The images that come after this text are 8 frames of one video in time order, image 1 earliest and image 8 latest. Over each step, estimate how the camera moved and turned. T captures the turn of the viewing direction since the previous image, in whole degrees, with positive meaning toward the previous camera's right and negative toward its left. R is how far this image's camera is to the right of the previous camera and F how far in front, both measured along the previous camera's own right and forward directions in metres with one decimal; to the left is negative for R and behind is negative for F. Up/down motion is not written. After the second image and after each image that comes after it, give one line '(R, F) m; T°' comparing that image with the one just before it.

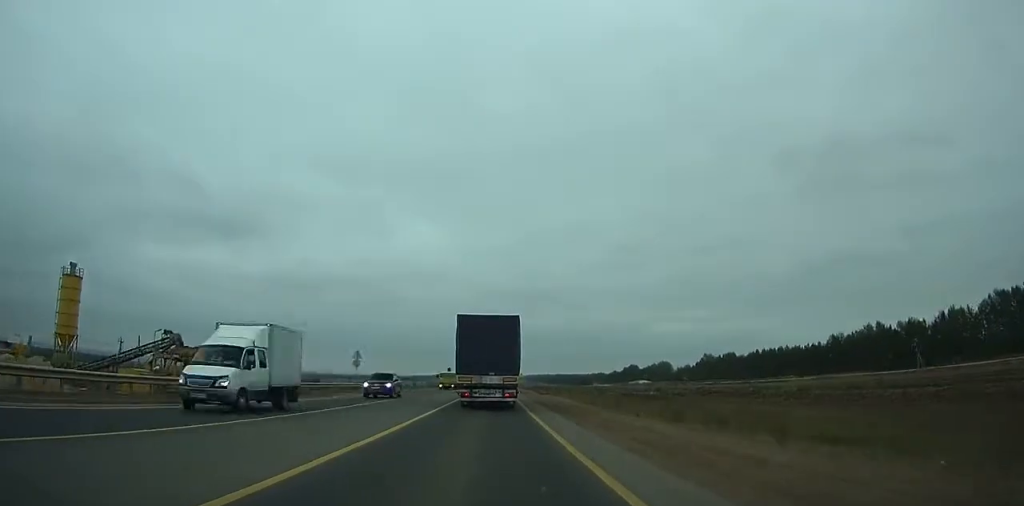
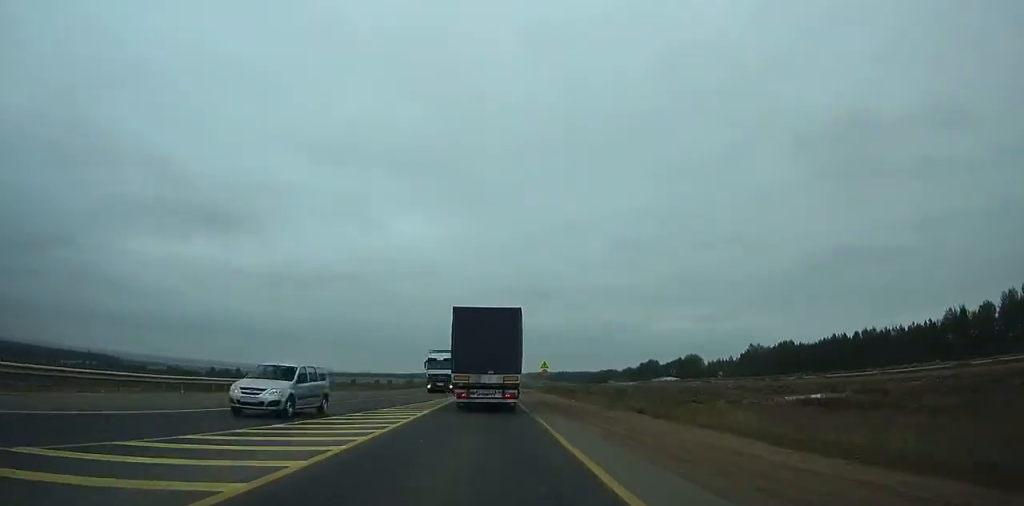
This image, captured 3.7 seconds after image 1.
(+0.2, +67.7) m; 0°
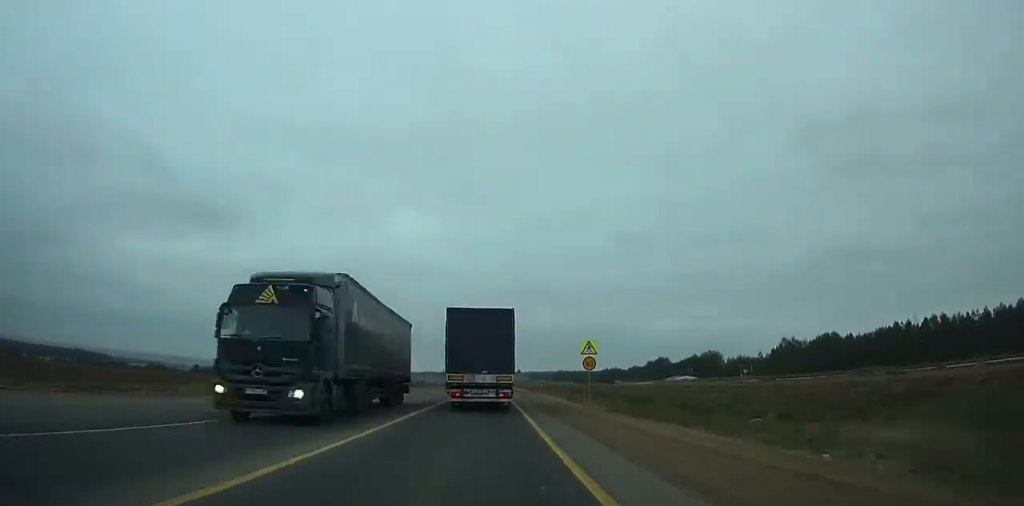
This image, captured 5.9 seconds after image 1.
(-0.1, +39.9) m; 0°
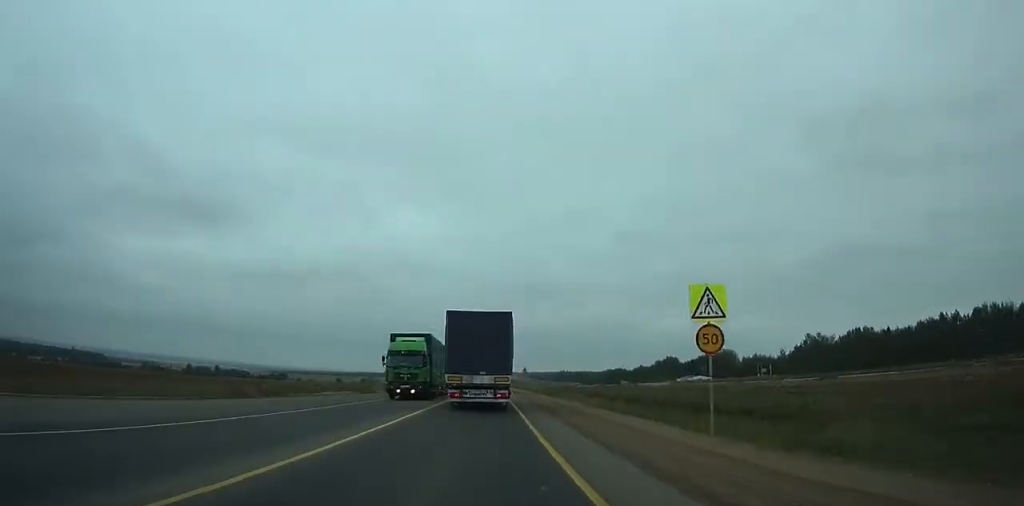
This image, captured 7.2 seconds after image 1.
(-0.1, +23.5) m; 0°
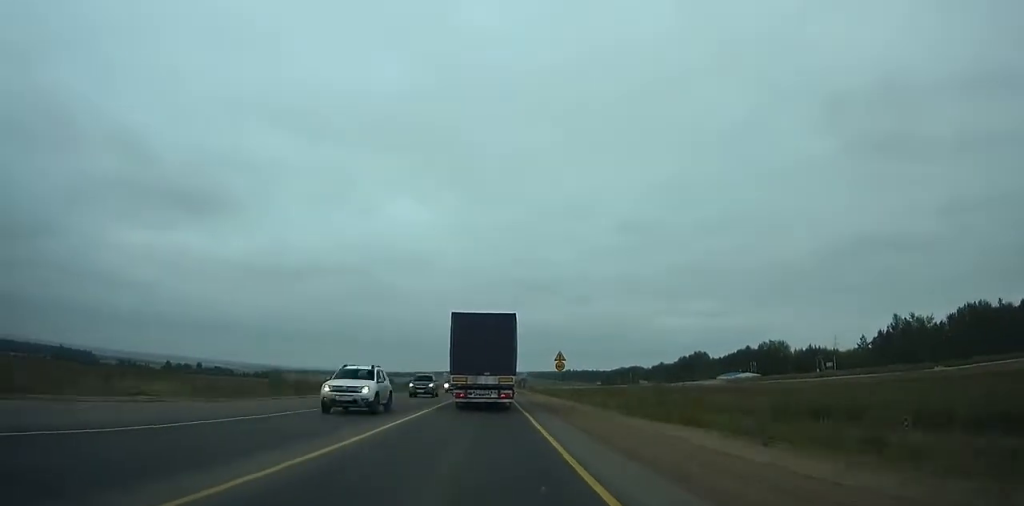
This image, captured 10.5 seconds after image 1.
(0.0, +59.7) m; 0°
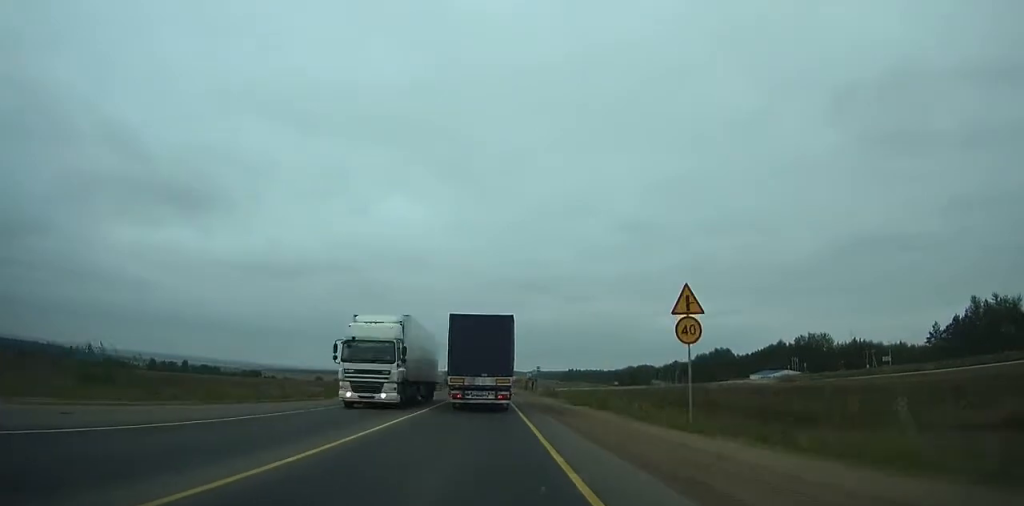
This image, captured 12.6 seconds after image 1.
(+0.3, +38.3) m; 0°
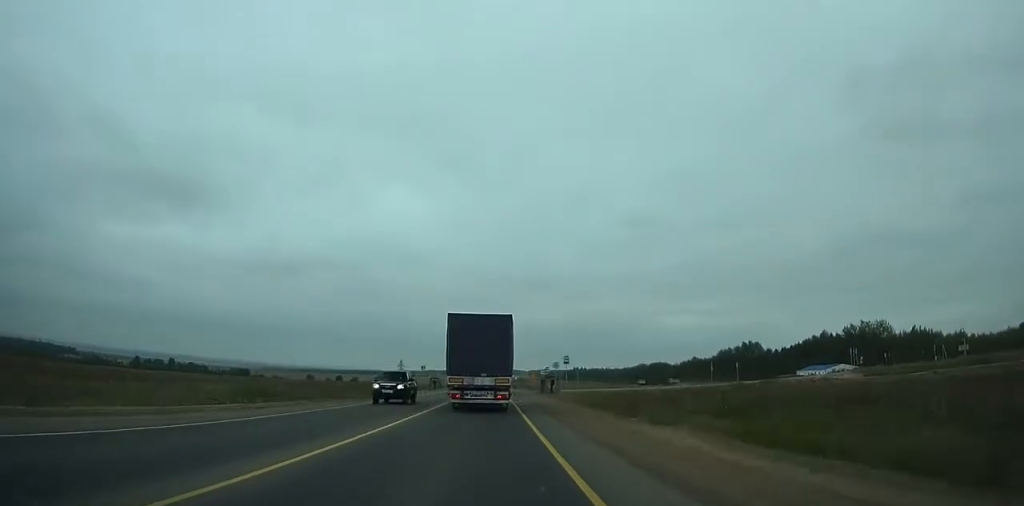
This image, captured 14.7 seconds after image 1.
(+0.1, +38.5) m; 0°
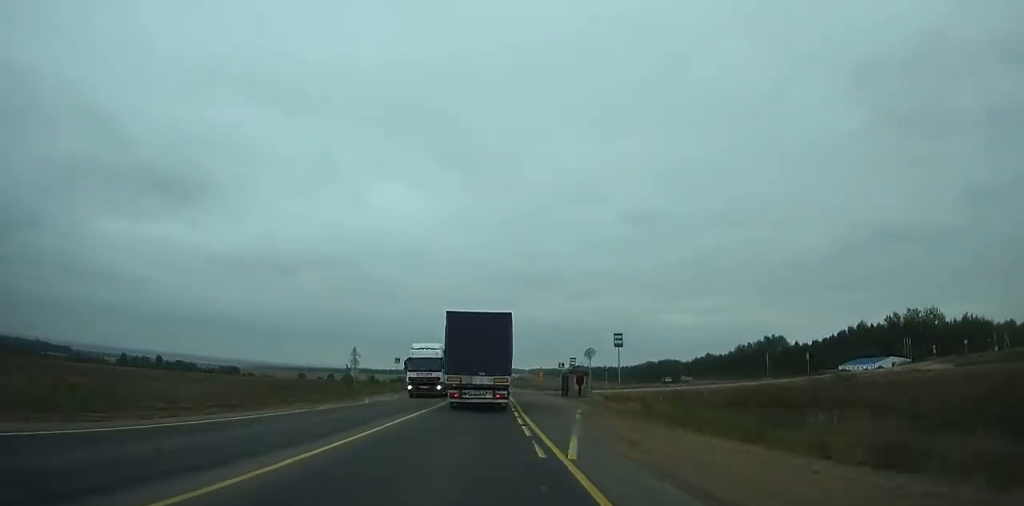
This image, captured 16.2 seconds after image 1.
(0.0, +27.7) m; 0°
